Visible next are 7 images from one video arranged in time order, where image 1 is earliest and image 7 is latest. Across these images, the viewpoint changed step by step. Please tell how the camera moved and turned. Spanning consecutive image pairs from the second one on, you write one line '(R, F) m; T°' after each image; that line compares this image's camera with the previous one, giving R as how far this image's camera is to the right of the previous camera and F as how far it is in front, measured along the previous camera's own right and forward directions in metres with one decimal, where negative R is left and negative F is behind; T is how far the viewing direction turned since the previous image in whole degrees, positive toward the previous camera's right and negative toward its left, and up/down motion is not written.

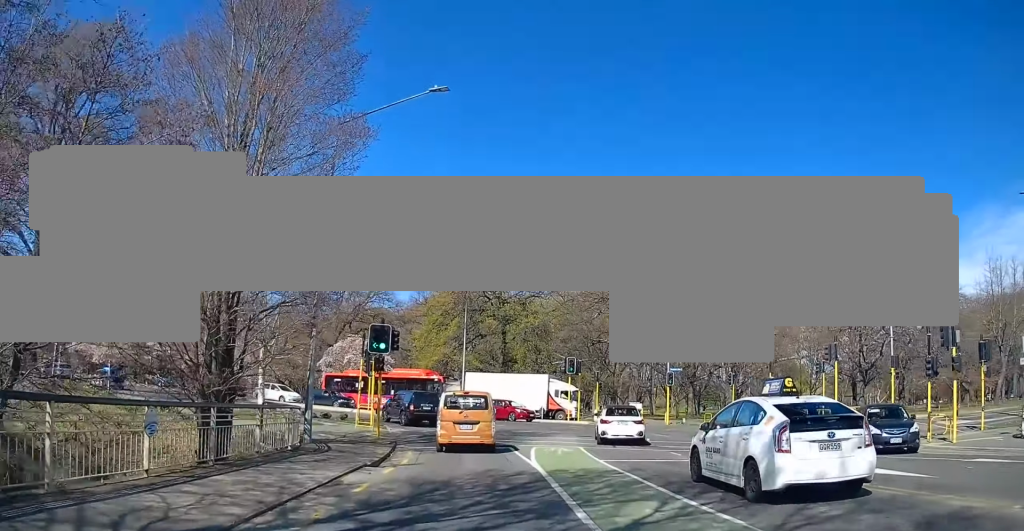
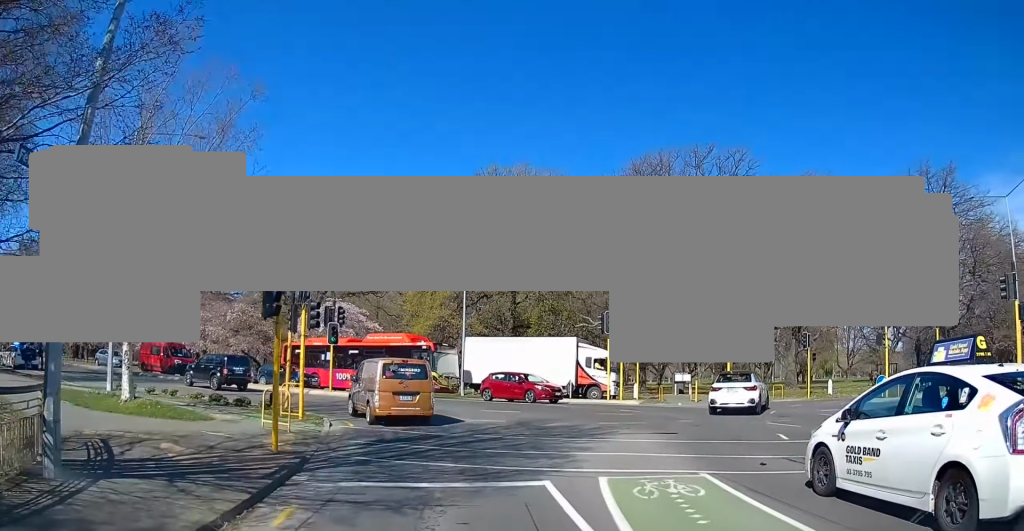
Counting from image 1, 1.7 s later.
(-1.1, +16.1) m; -6°
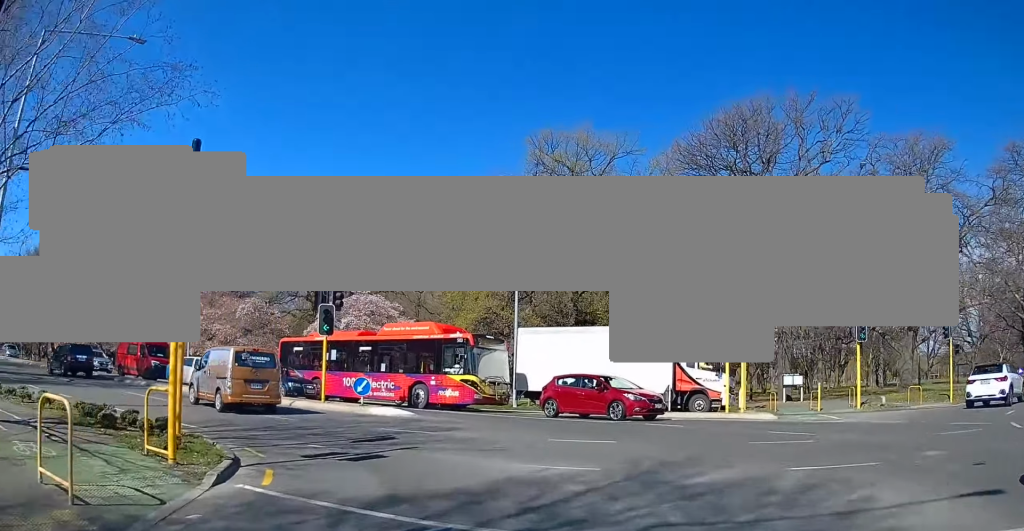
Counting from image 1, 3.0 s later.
(0.0, +10.6) m; 0°
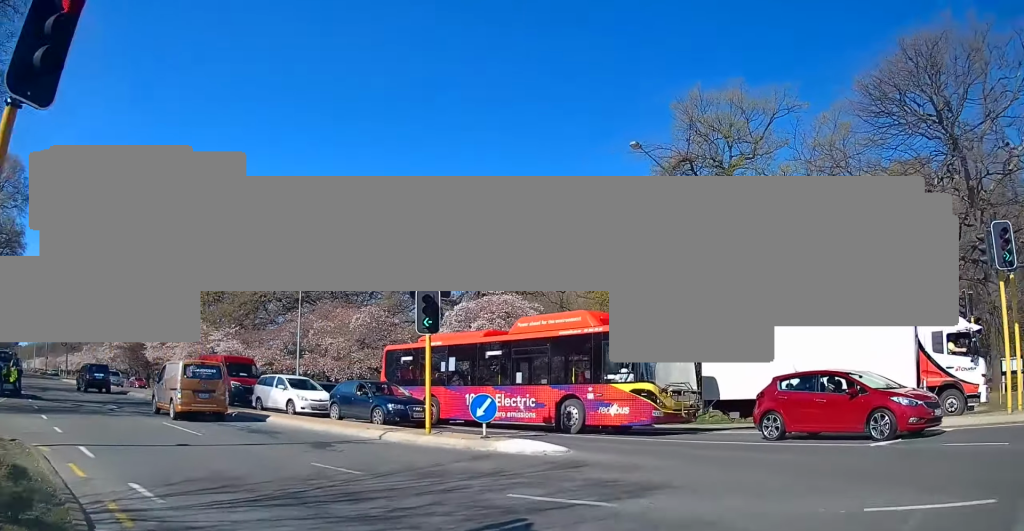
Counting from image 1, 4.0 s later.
(-0.2, +7.6) m; -11°
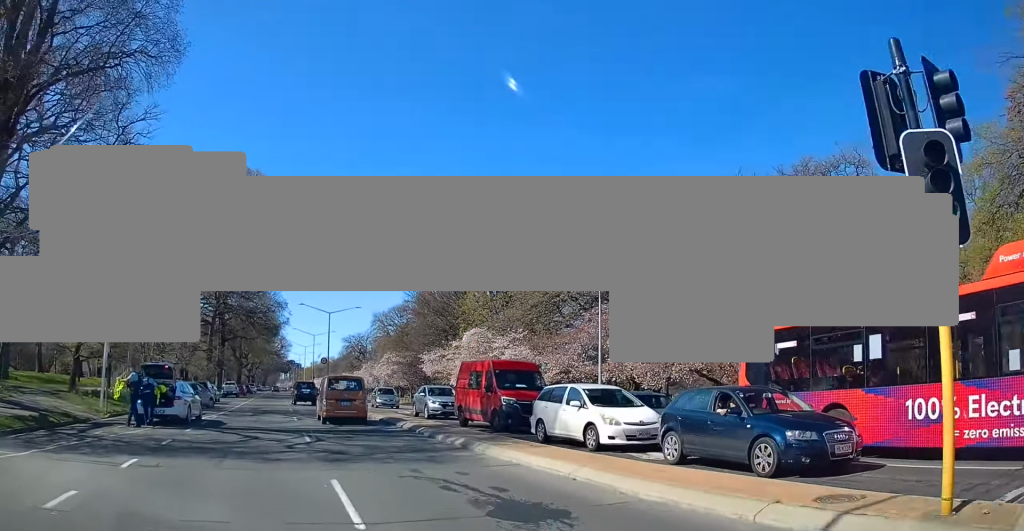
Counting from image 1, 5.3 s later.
(-2.0, +10.1) m; -24°
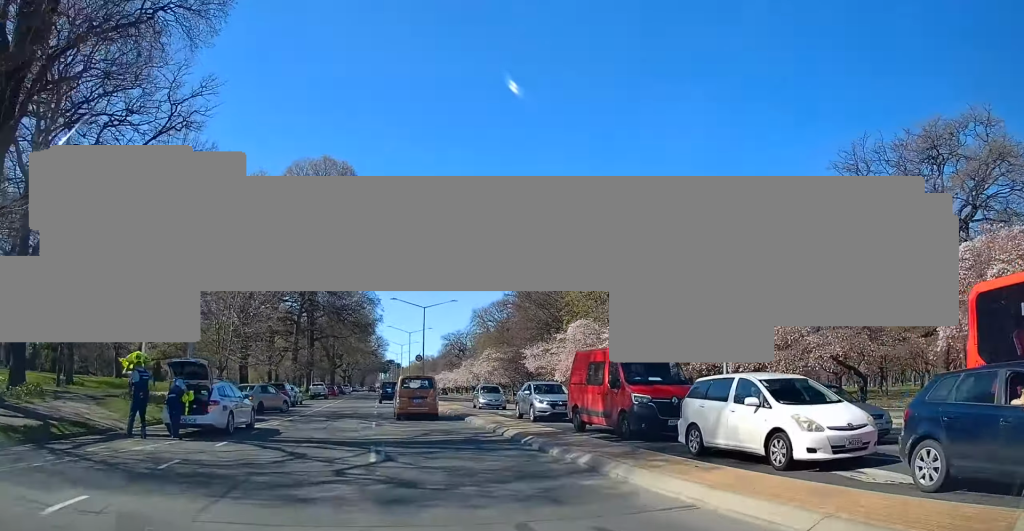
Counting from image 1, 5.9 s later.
(-0.6, +4.7) m; -8°
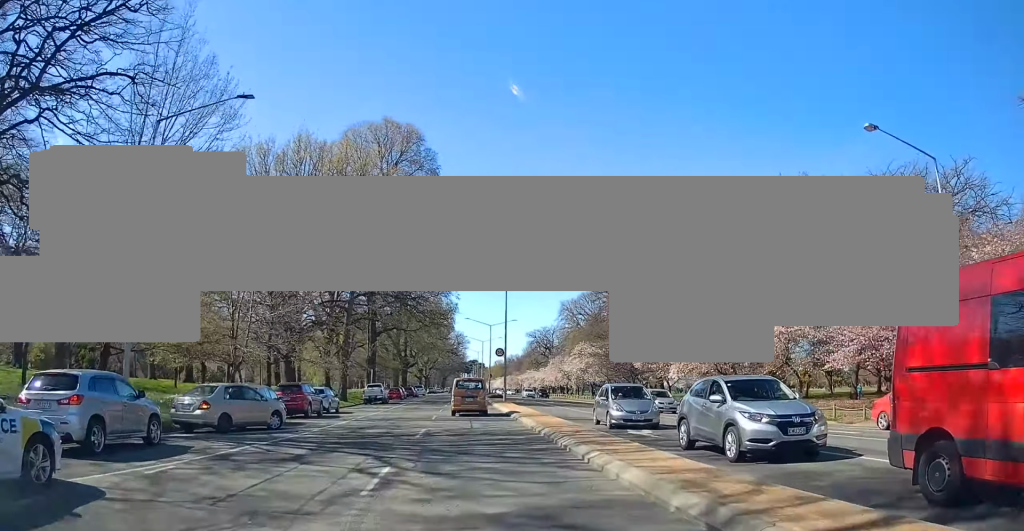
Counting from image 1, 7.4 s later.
(-1.6, +12.5) m; -12°
